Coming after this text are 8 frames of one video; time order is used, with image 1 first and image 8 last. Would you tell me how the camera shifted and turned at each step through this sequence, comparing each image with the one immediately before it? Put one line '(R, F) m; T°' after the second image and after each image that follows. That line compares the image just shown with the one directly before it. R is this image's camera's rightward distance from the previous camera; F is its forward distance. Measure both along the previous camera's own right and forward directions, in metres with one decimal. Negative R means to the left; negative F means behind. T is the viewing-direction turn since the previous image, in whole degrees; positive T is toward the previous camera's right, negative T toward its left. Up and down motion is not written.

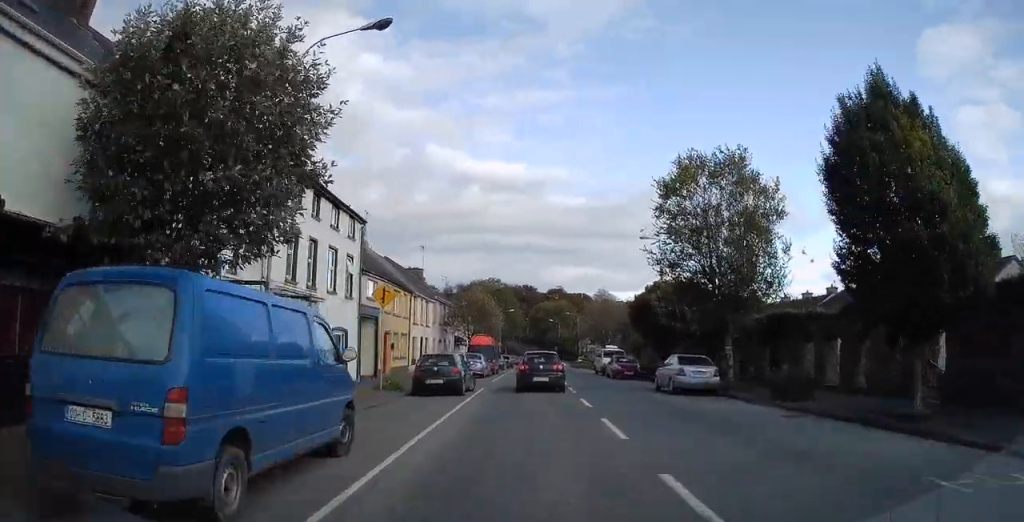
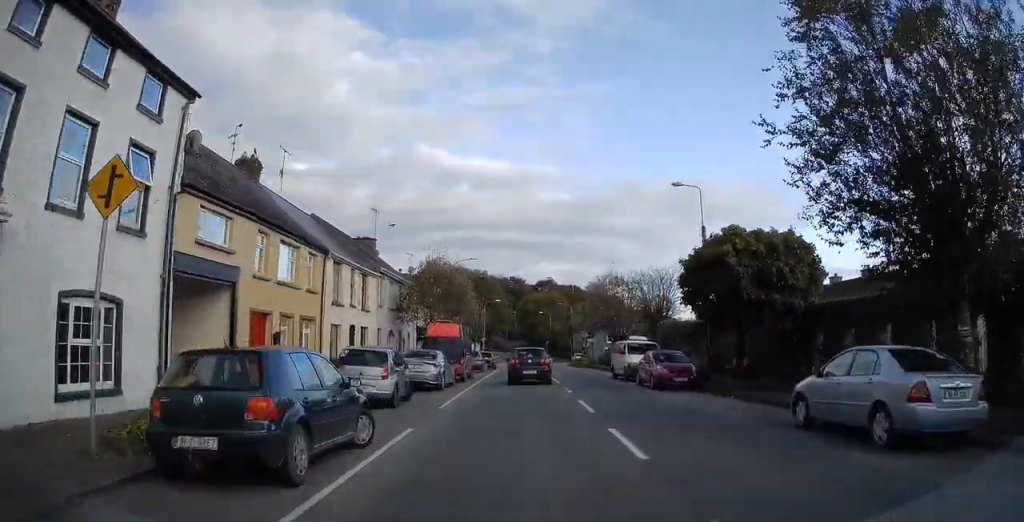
(+0.8, +11.8) m; +6°
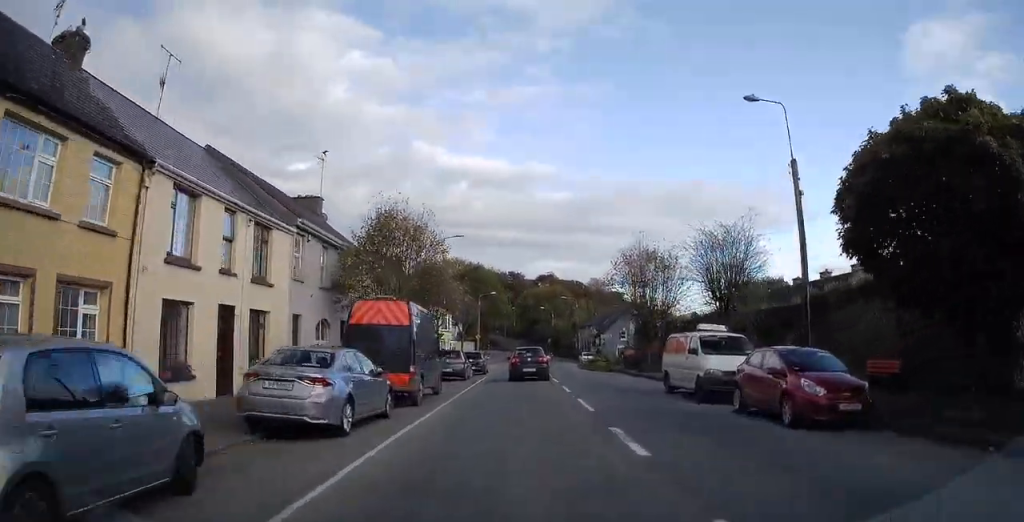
(+0.4, +11.7) m; +2°
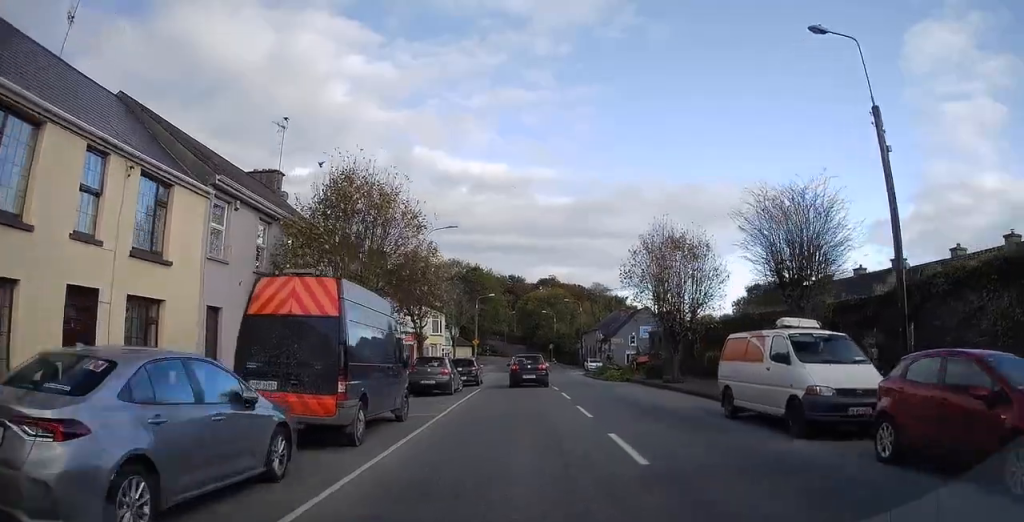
(-0.1, +6.6) m; 0°
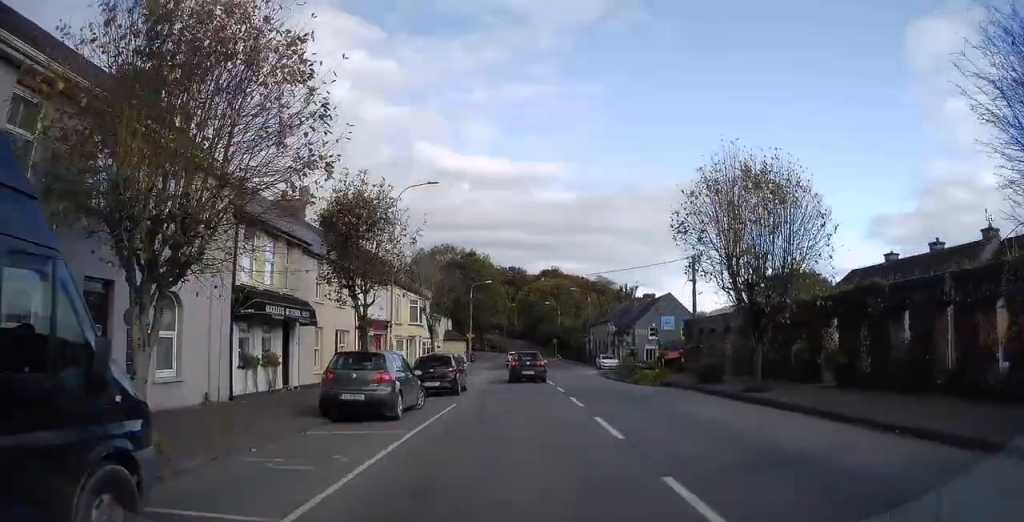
(0.0, +11.0) m; 0°
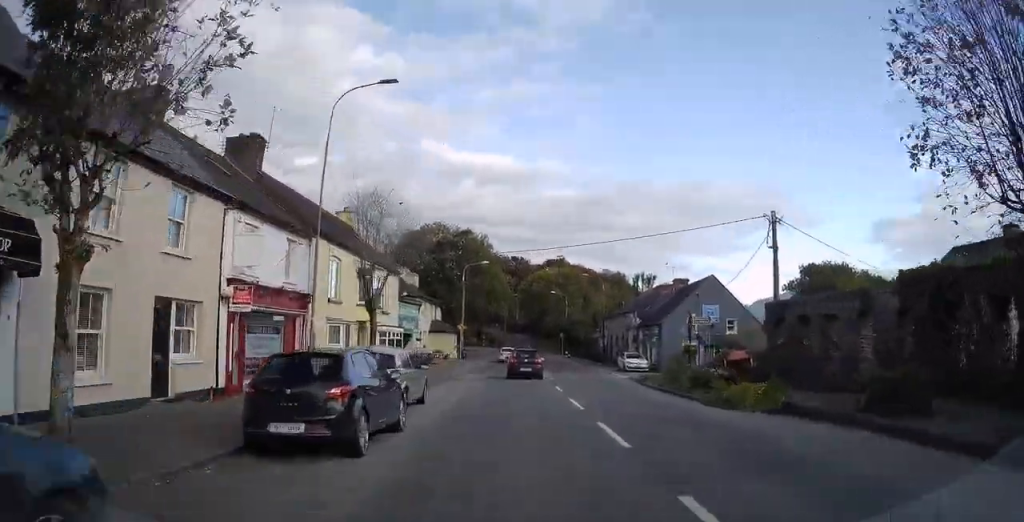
(+0.1, +12.7) m; 0°
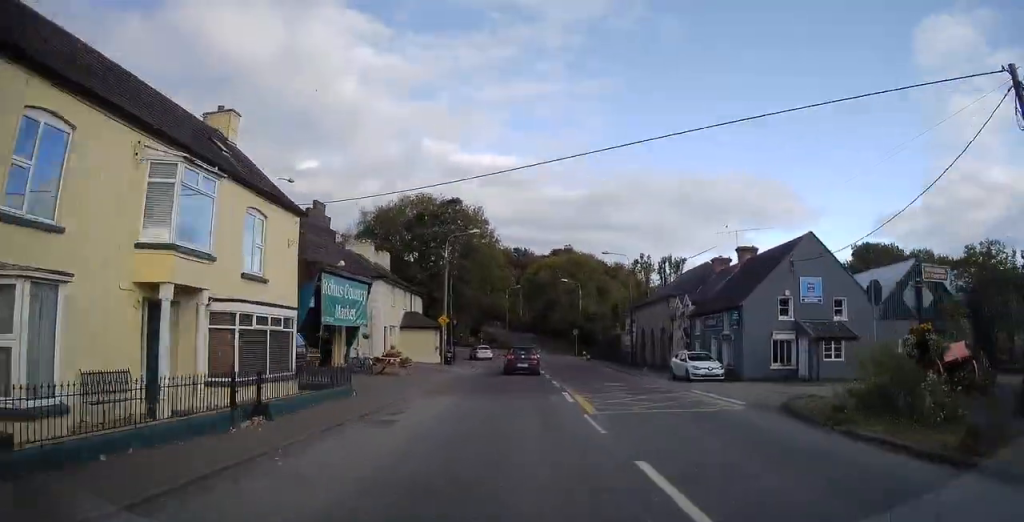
(-0.1, +14.9) m; 0°
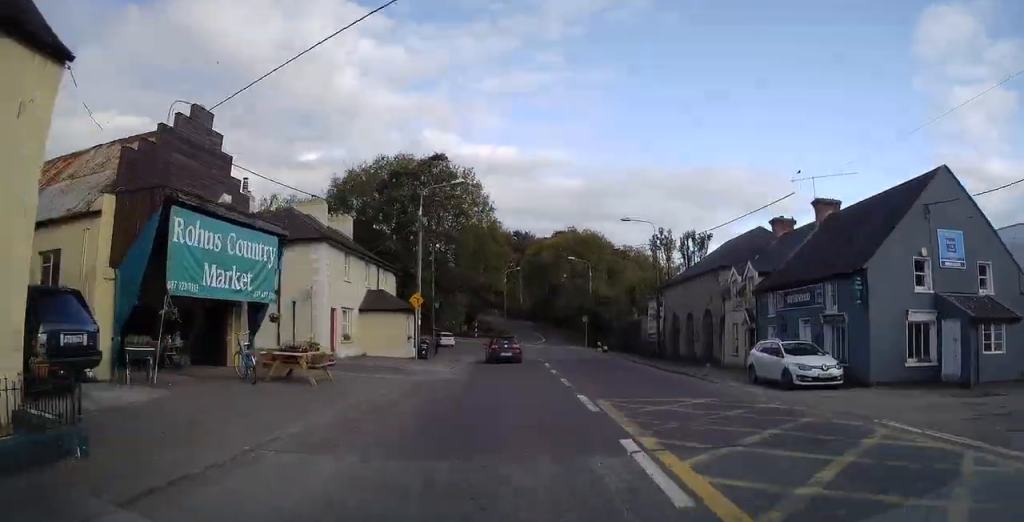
(0.0, +10.8) m; +1°
